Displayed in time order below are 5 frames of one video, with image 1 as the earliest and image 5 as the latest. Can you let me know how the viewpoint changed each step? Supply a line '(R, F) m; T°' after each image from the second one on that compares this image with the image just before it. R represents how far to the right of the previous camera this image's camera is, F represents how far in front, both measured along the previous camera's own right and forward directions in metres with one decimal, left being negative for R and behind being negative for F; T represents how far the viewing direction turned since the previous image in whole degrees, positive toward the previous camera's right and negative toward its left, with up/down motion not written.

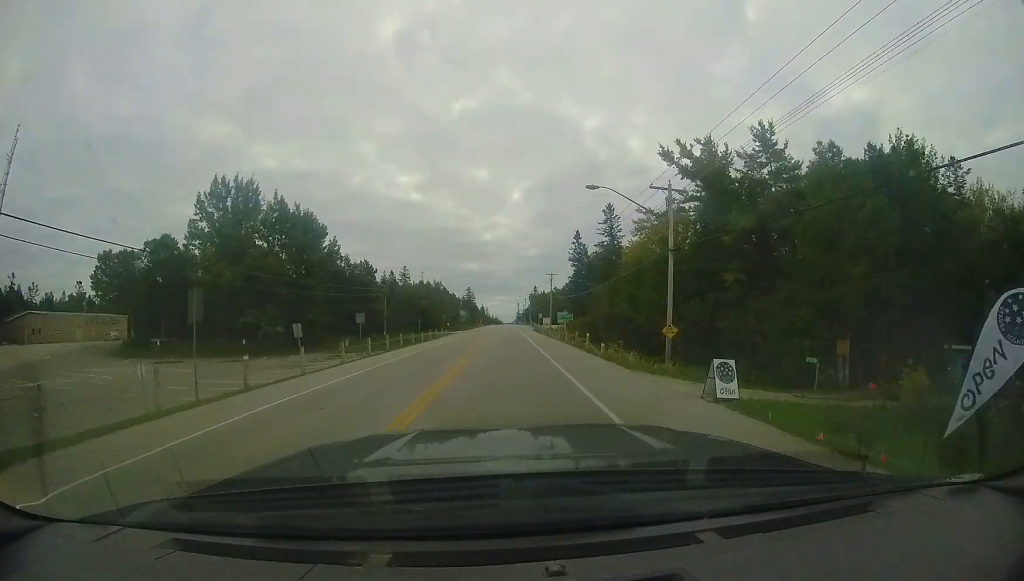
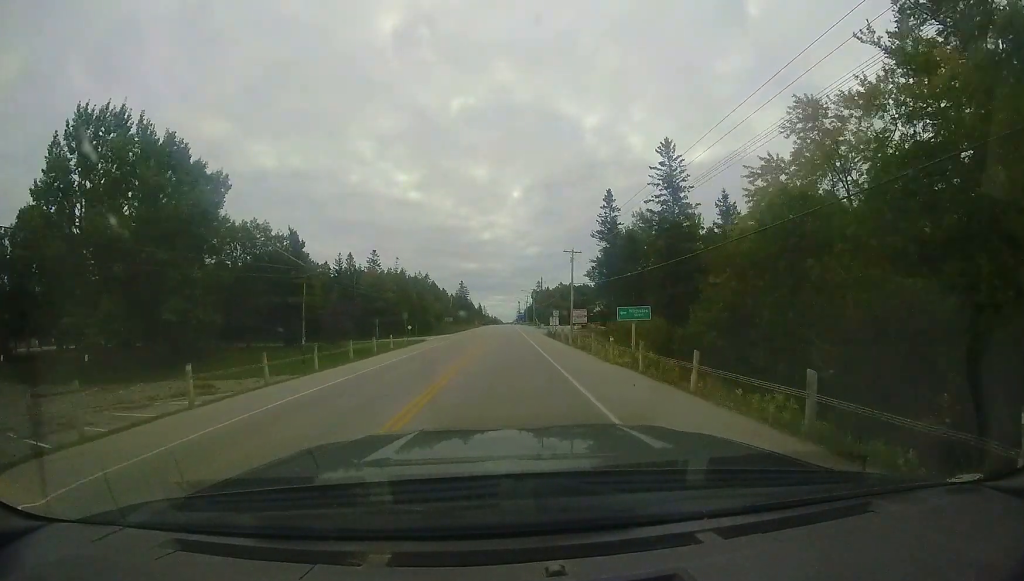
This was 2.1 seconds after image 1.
(-0.7, +25.6) m; -2°
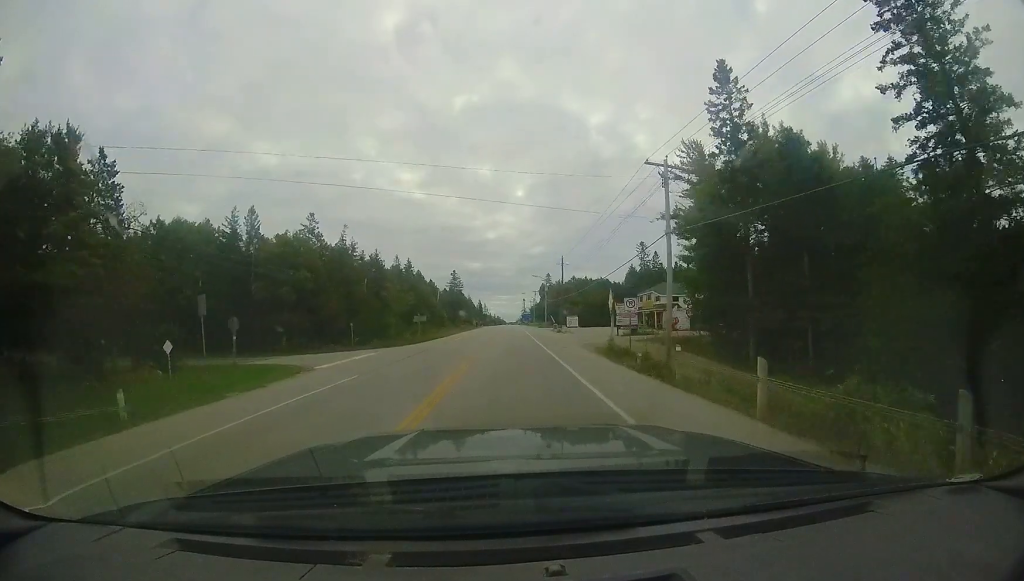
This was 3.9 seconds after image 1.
(+0.3, +21.6) m; +1°
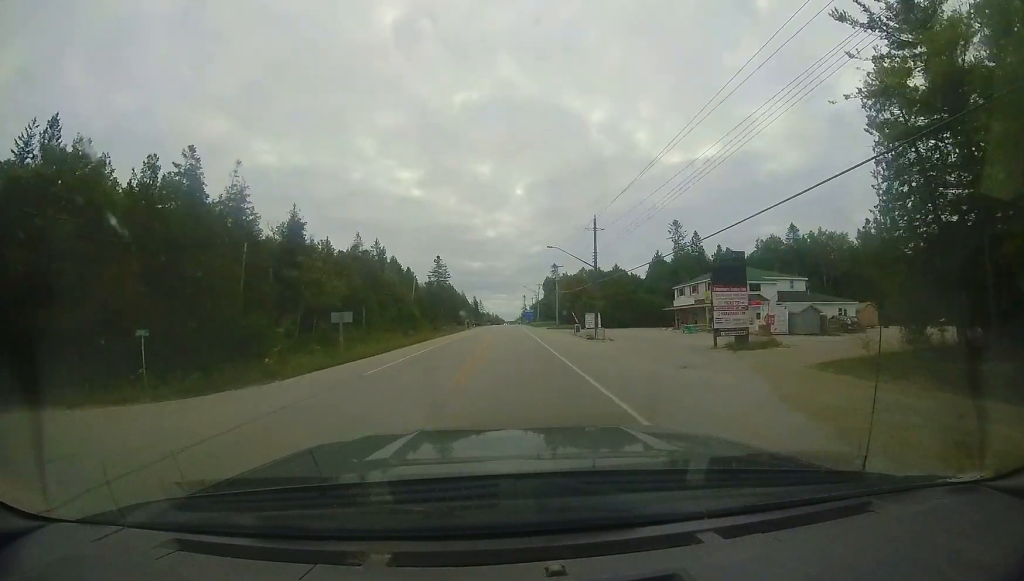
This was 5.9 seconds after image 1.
(0.0, +22.3) m; +1°
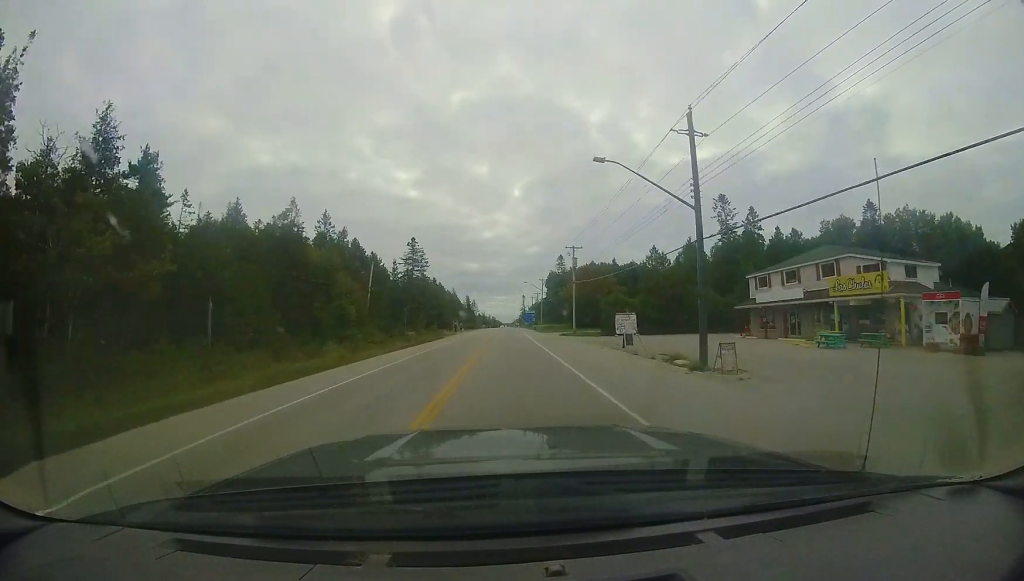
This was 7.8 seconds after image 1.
(0.0, +19.6) m; -2°
